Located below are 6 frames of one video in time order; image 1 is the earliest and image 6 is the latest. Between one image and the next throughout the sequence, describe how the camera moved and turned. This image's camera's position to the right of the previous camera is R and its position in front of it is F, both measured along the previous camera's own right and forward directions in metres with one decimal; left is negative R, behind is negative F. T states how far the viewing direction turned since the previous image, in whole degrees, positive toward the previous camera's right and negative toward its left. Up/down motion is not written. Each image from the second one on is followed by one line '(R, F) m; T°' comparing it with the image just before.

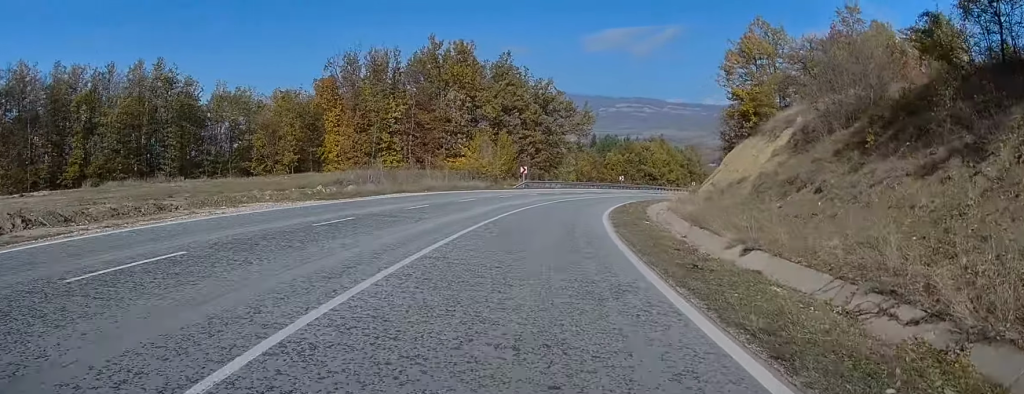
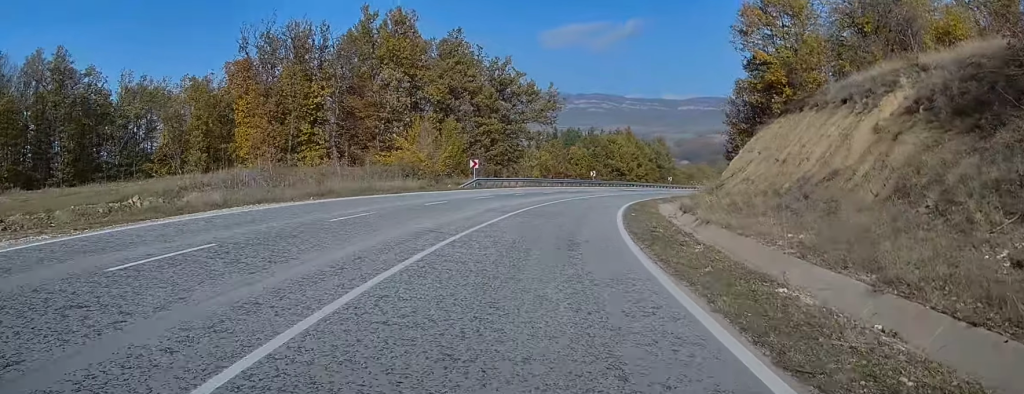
(+0.6, +15.9) m; +3°
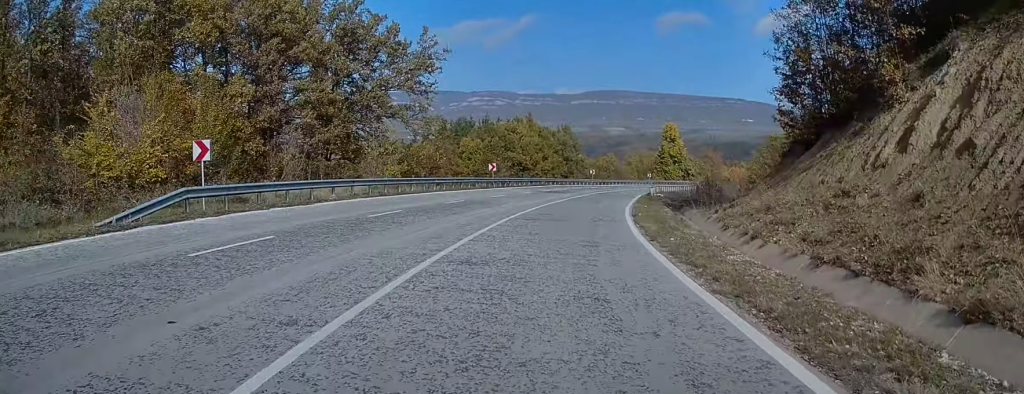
(+1.9, +32.0) m; +8°
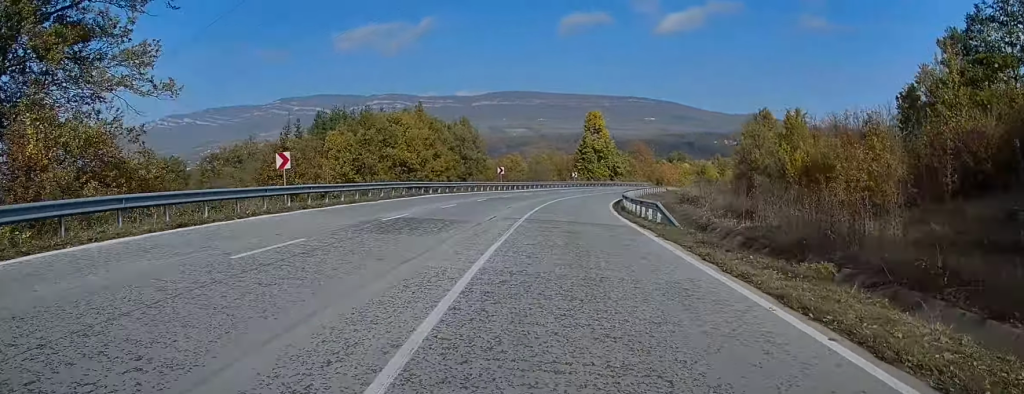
(+3.0, +34.8) m; +9°
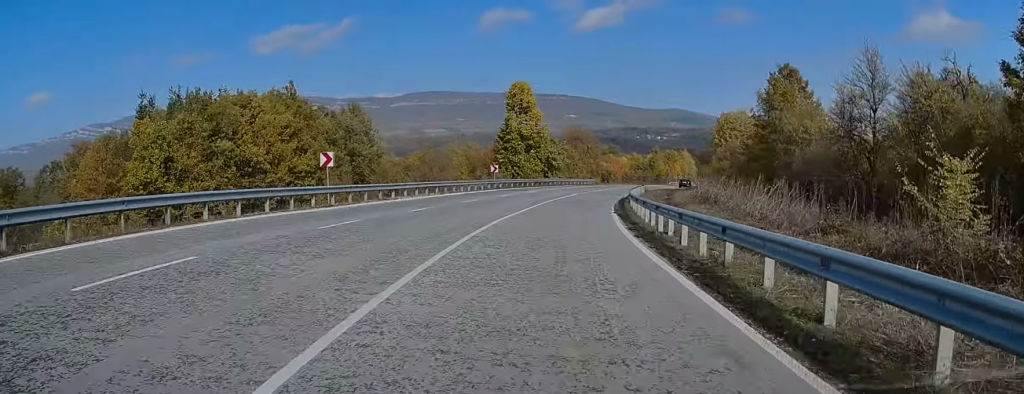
(+2.7, +37.7) m; +8°
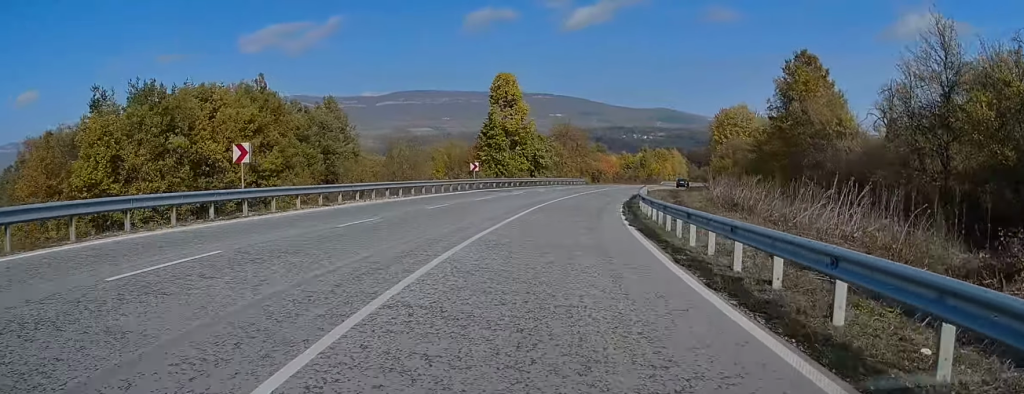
(0.0, +7.9) m; +1°
